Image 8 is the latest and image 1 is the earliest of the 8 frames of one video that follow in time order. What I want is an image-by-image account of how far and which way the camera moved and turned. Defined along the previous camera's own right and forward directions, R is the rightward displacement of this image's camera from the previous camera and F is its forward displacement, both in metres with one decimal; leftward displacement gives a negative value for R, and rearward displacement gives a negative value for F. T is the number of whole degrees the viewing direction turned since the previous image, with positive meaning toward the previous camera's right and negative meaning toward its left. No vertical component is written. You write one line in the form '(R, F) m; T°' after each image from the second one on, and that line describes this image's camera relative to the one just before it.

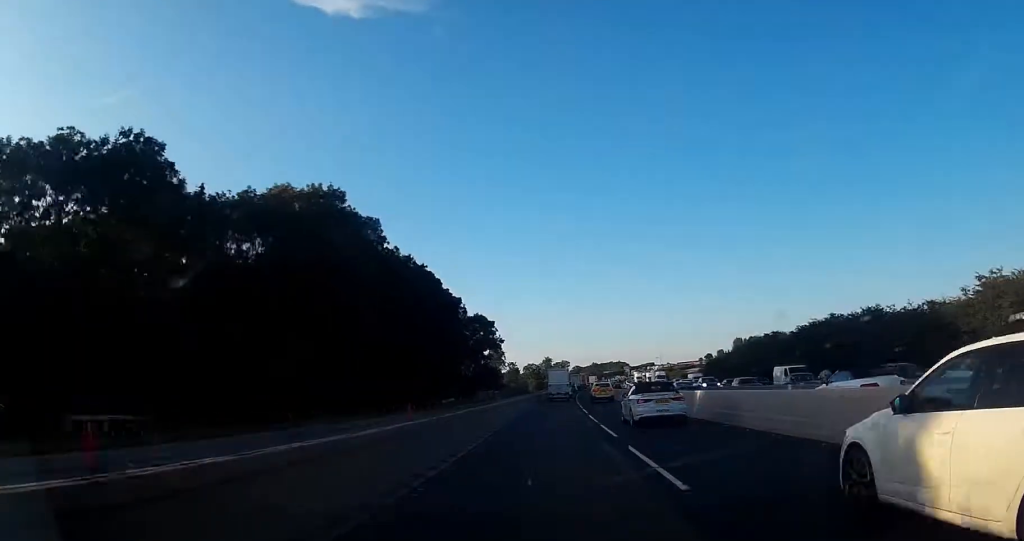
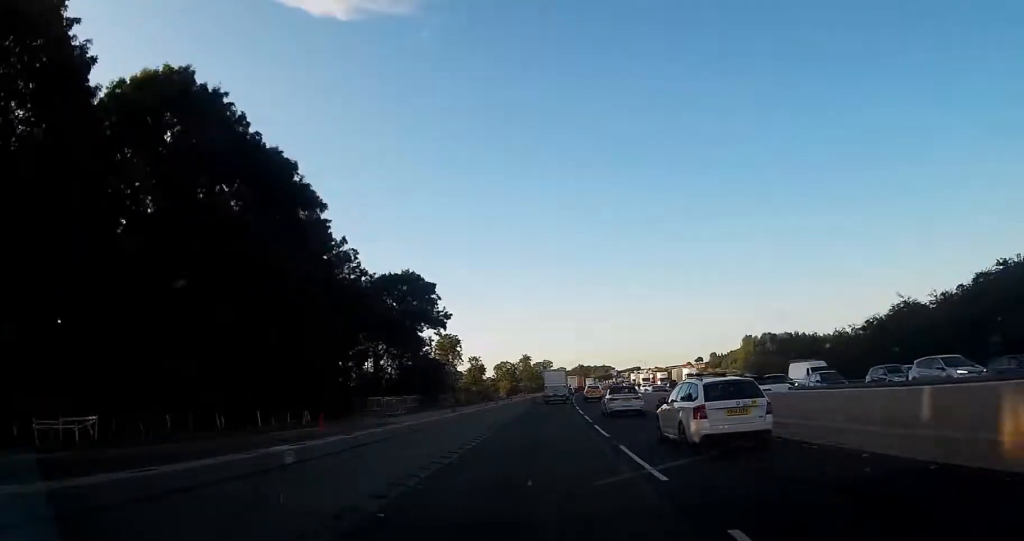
(+0.9, +53.8) m; +2°
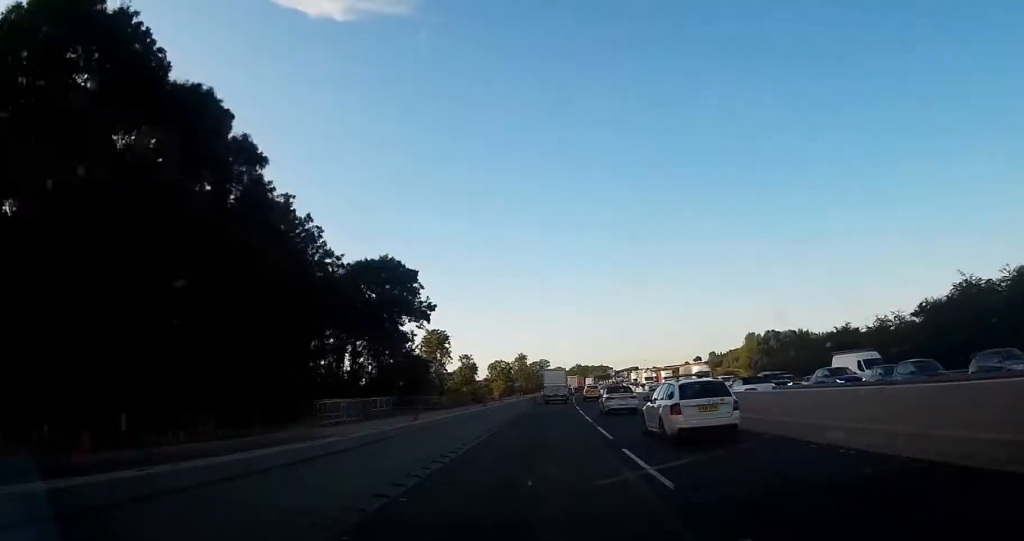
(0.0, +9.8) m; 0°
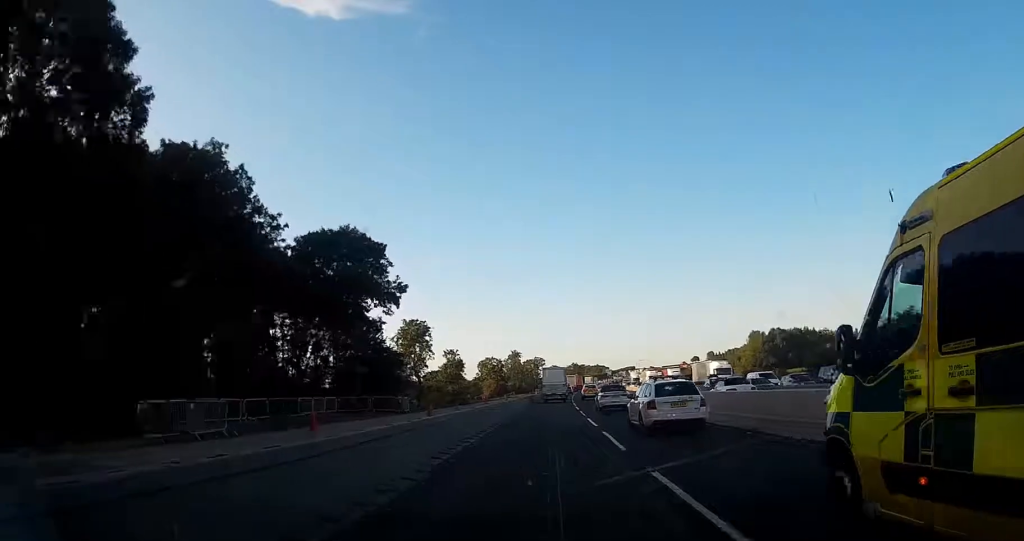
(0.0, +13.6) m; 0°
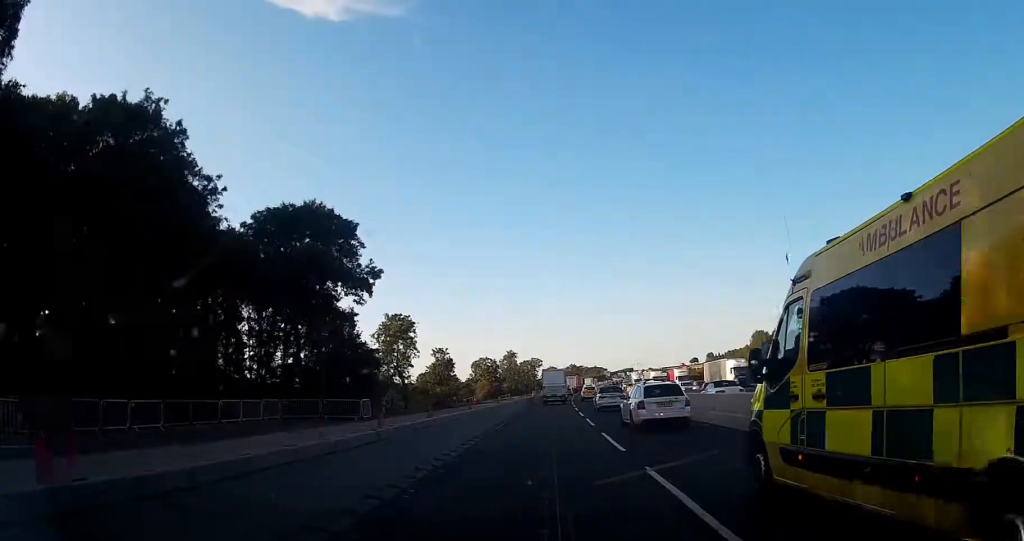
(0.0, +9.0) m; 0°
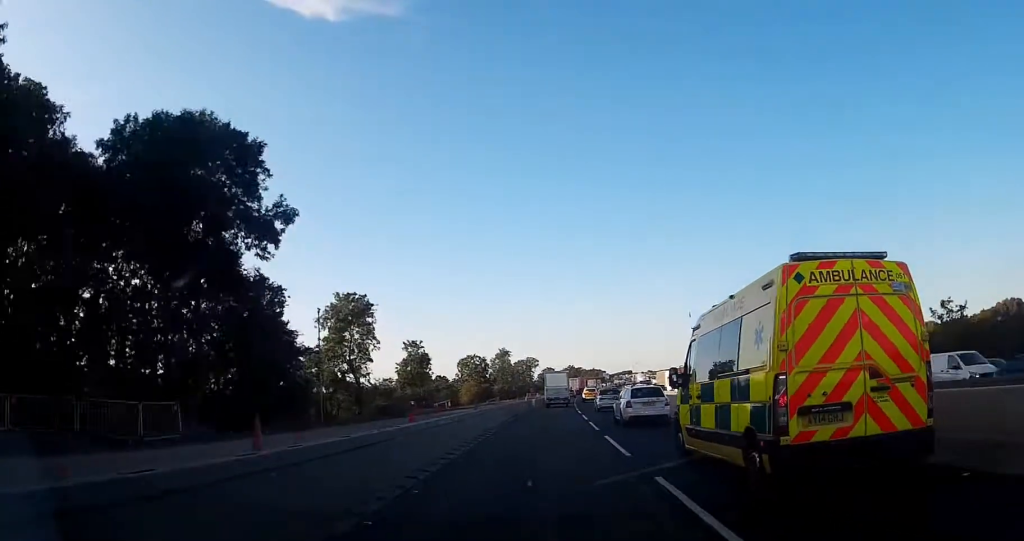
(+0.1, +19.3) m; 0°
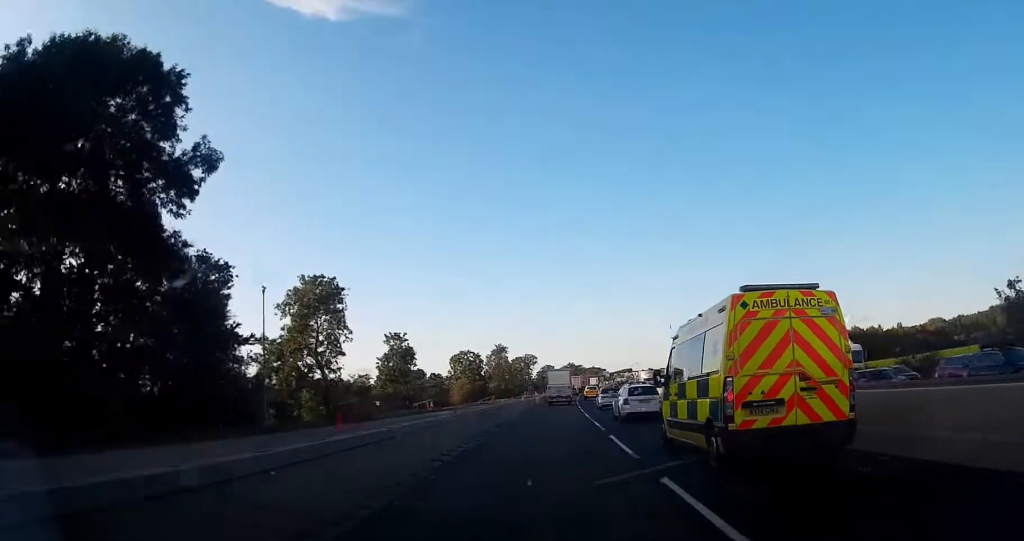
(0.0, +9.7) m; 0°
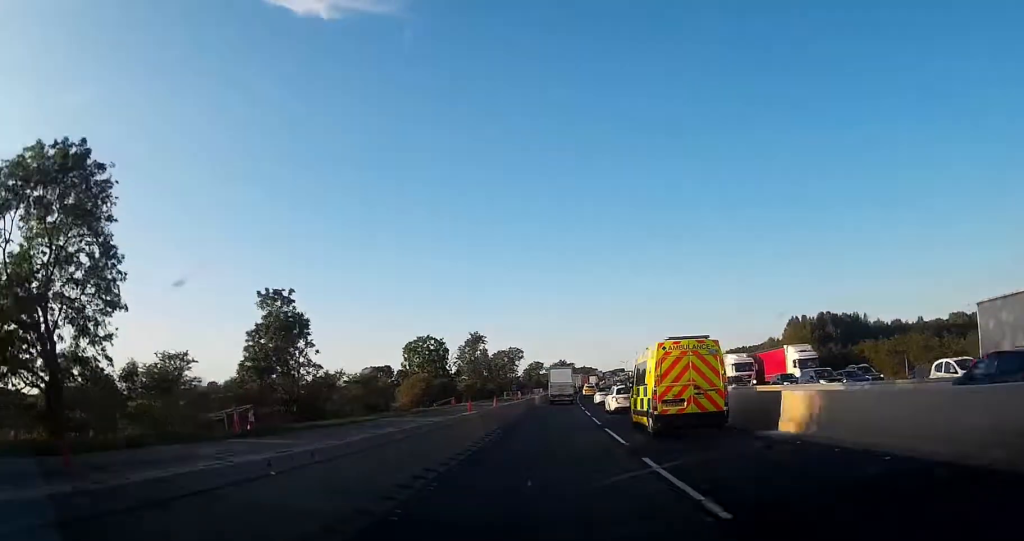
(+0.2, +33.4) m; +1°
